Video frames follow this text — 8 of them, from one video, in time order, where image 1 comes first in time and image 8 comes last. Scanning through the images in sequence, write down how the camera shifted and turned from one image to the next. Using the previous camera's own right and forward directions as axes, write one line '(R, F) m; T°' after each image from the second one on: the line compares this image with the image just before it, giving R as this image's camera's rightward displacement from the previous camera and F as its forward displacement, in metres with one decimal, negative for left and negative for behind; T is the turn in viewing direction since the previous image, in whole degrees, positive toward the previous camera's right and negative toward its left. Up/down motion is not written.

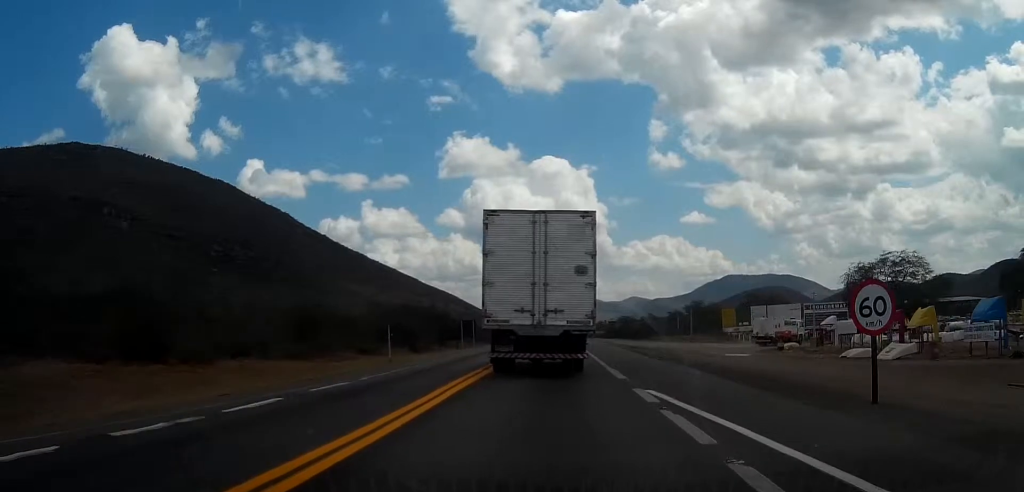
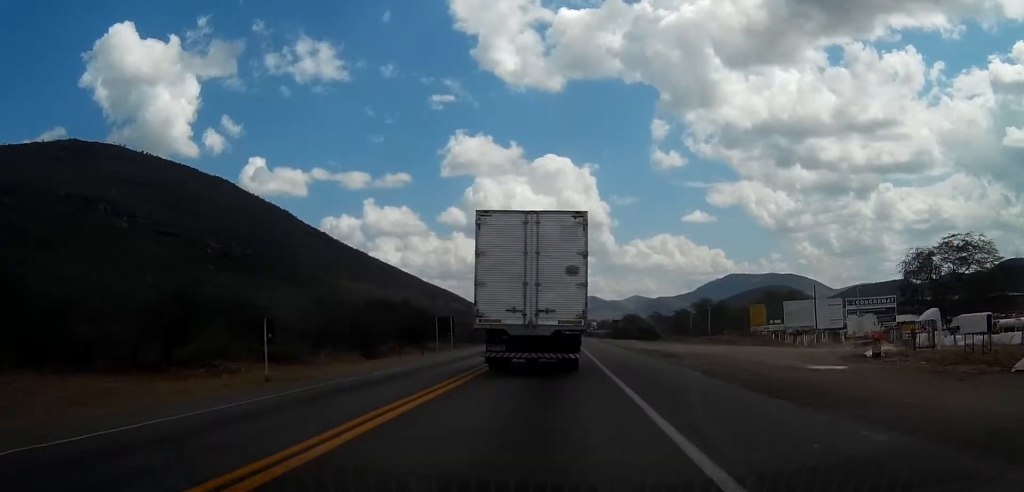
(-0.2, +18.9) m; -2°
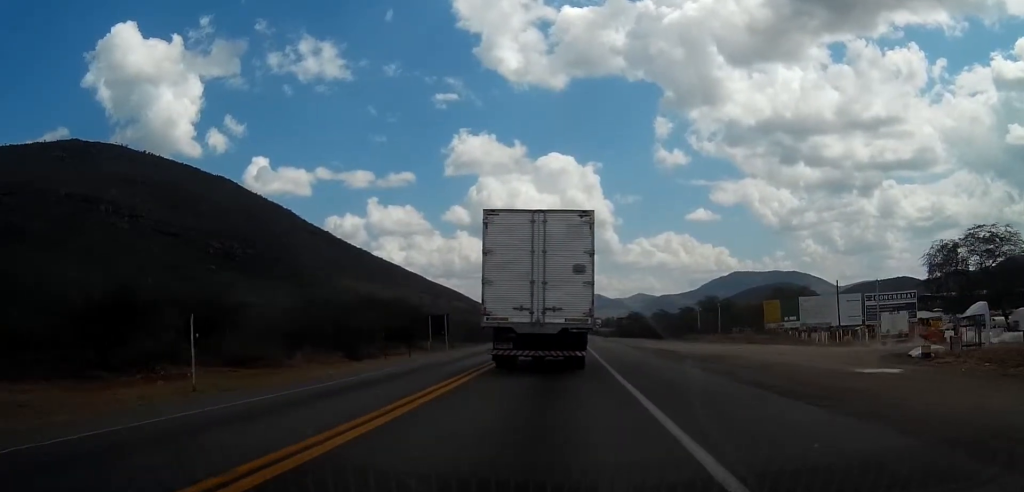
(0.0, +5.7) m; 0°
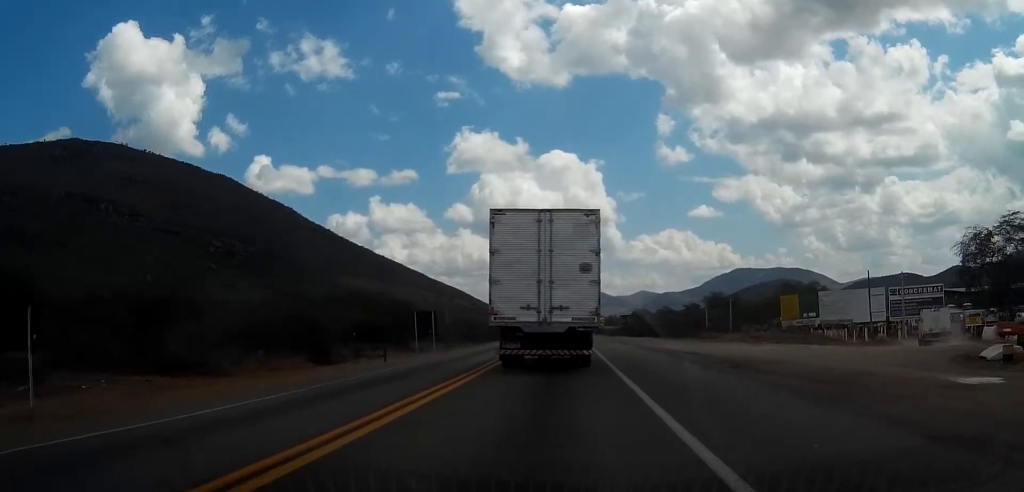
(+0.1, +7.4) m; 0°
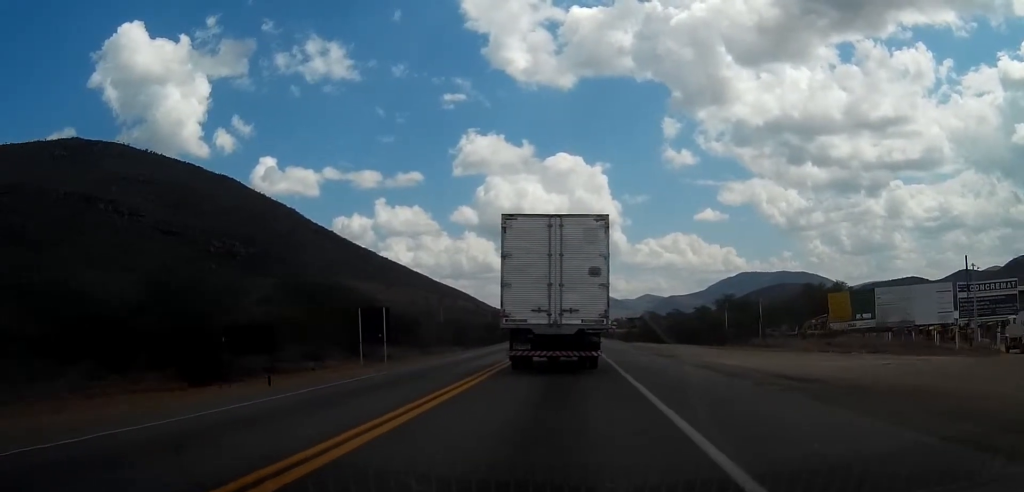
(-0.2, +17.4) m; -1°
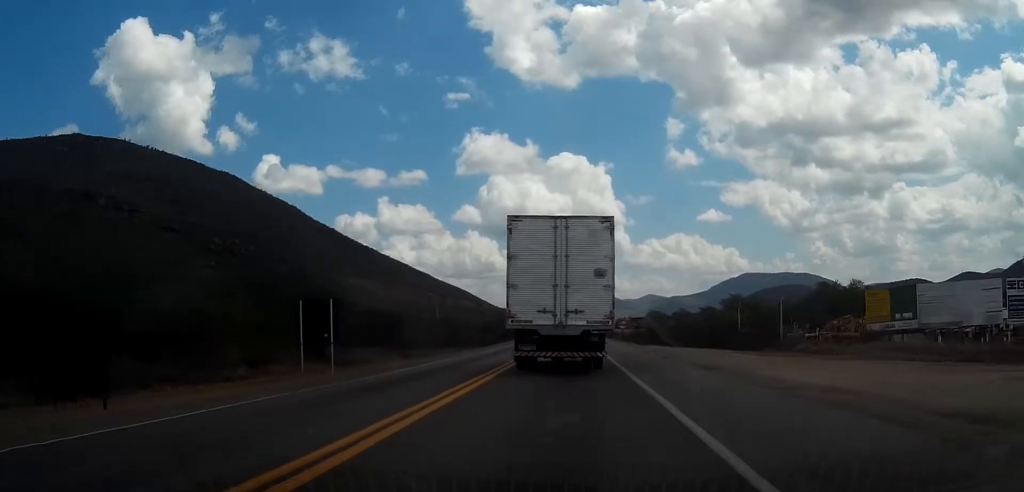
(+0.1, +10.2) m; 0°
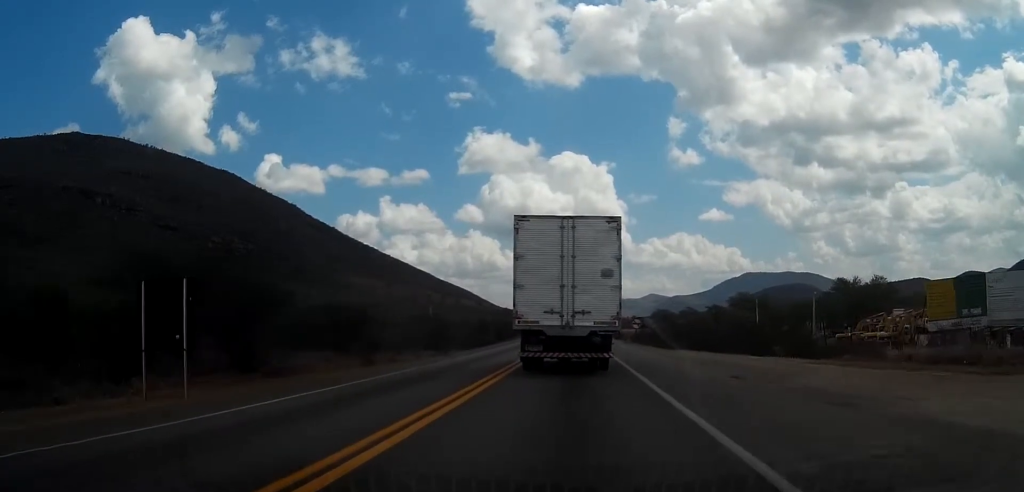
(0.0, +13.5) m; 0°
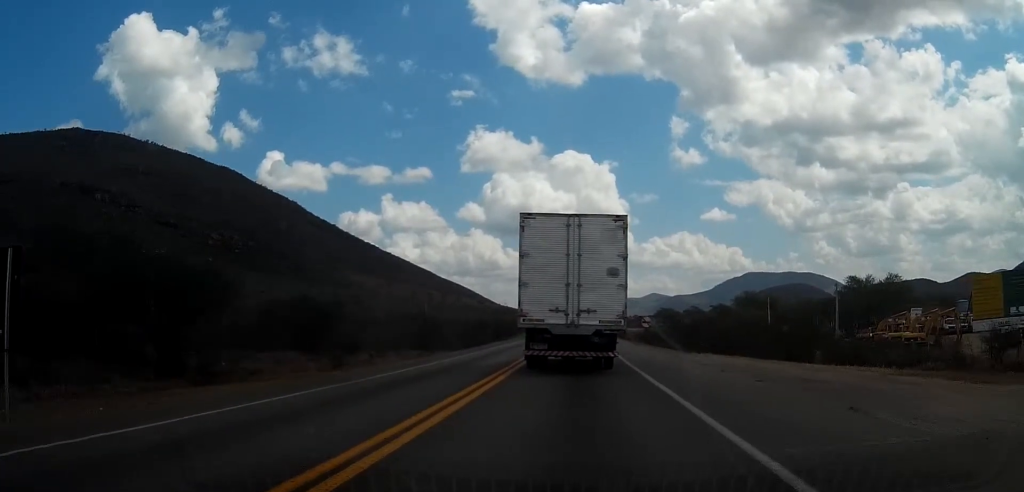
(0.0, +7.7) m; 0°
